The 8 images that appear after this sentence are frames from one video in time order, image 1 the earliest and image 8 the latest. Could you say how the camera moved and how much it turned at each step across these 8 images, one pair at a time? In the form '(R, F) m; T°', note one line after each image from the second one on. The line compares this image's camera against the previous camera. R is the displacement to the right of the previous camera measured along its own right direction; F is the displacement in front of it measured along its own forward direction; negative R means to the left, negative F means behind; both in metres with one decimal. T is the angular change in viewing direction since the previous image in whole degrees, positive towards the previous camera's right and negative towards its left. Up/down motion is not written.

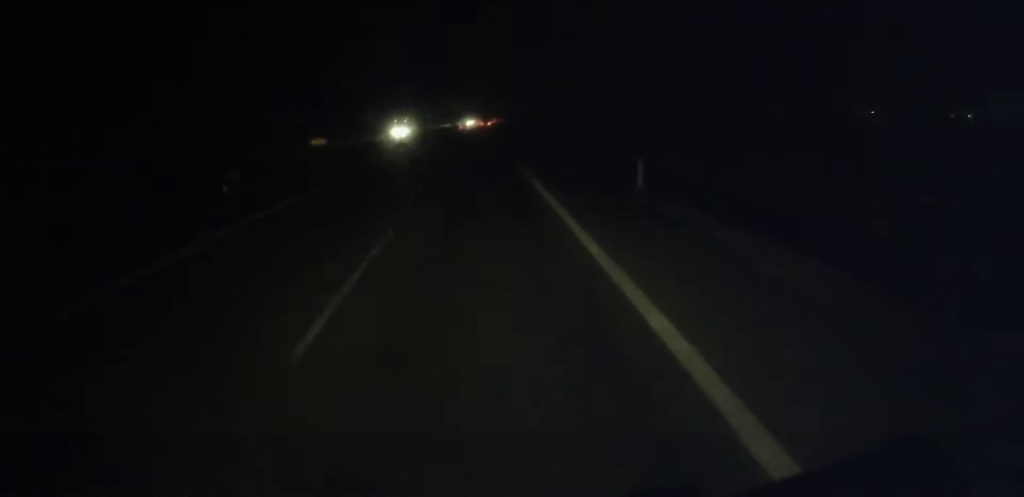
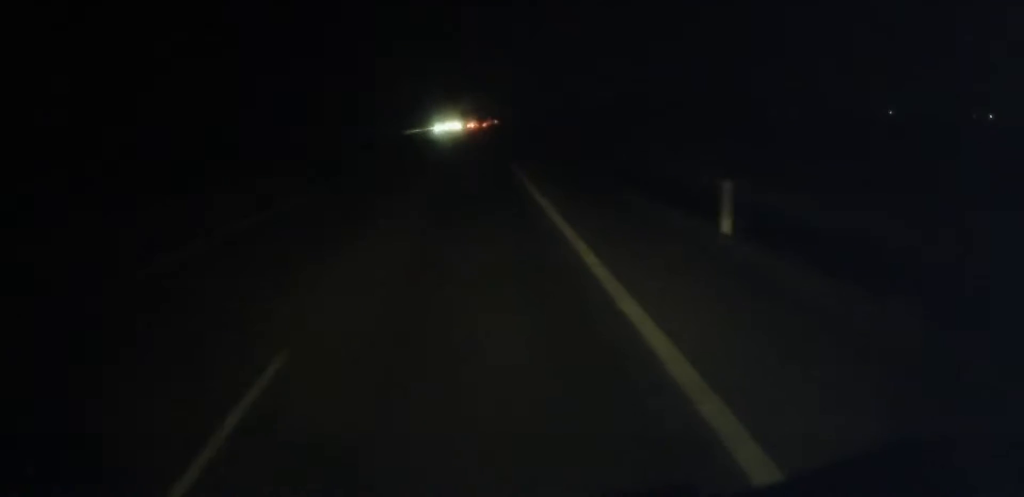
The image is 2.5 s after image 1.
(+0.1, +59.1) m; 0°
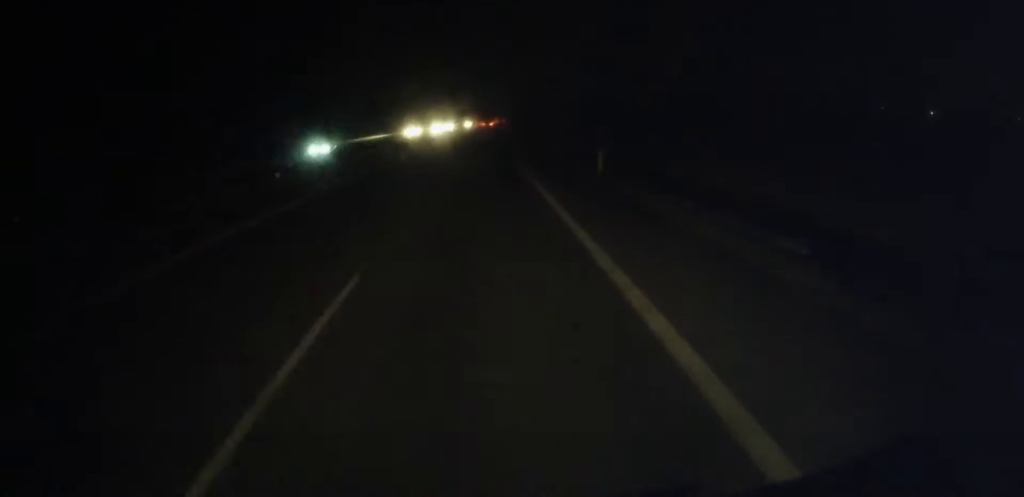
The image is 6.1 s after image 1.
(+0.3, +83.9) m; 0°
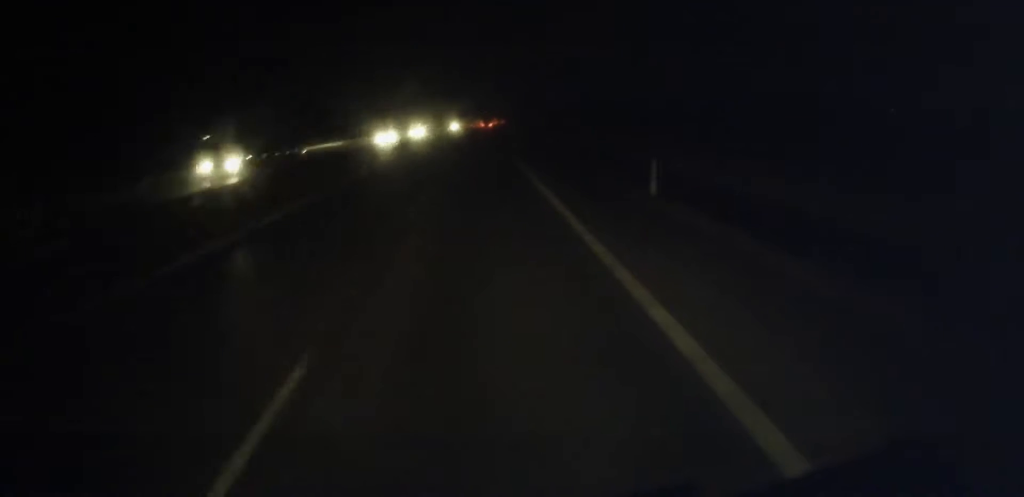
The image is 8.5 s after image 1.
(+0.2, +55.8) m; 0°
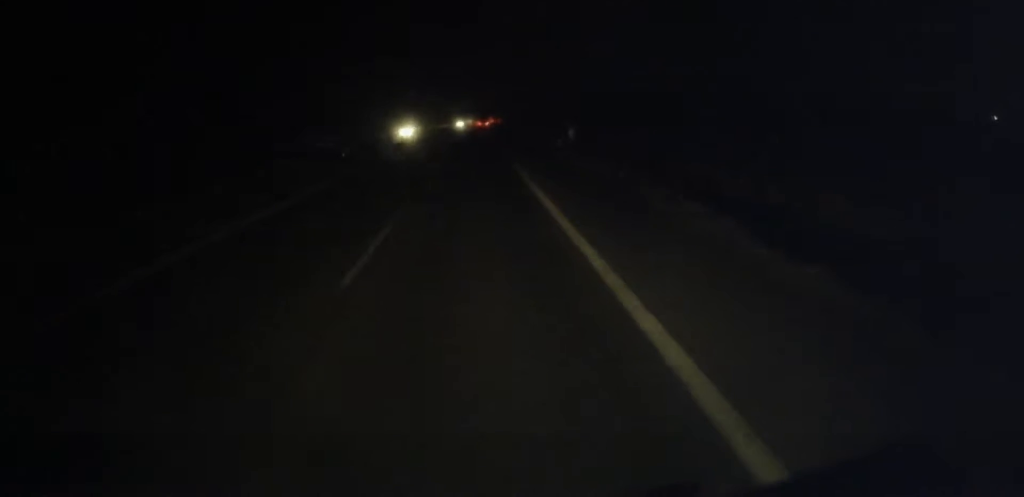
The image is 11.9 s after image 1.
(+0.4, +77.6) m; 0°
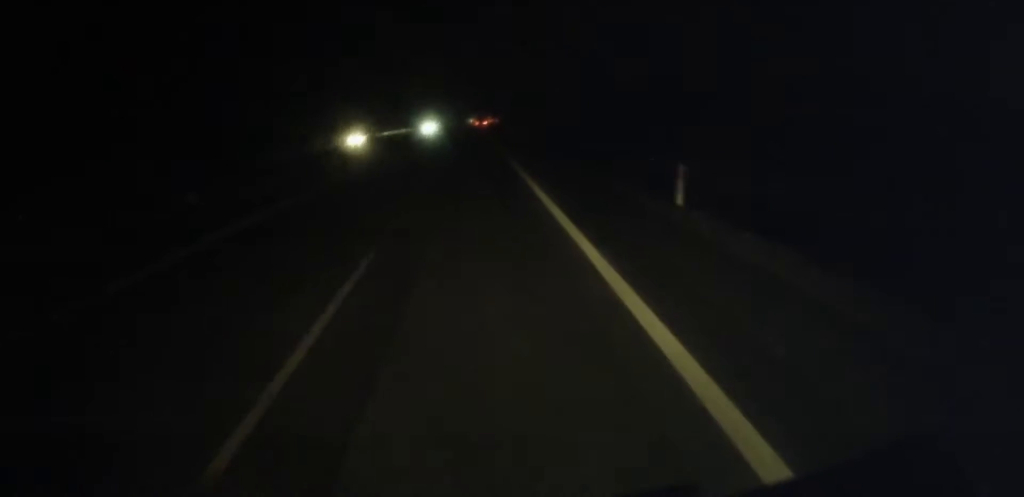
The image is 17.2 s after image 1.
(+0.5, +124.2) m; 0°
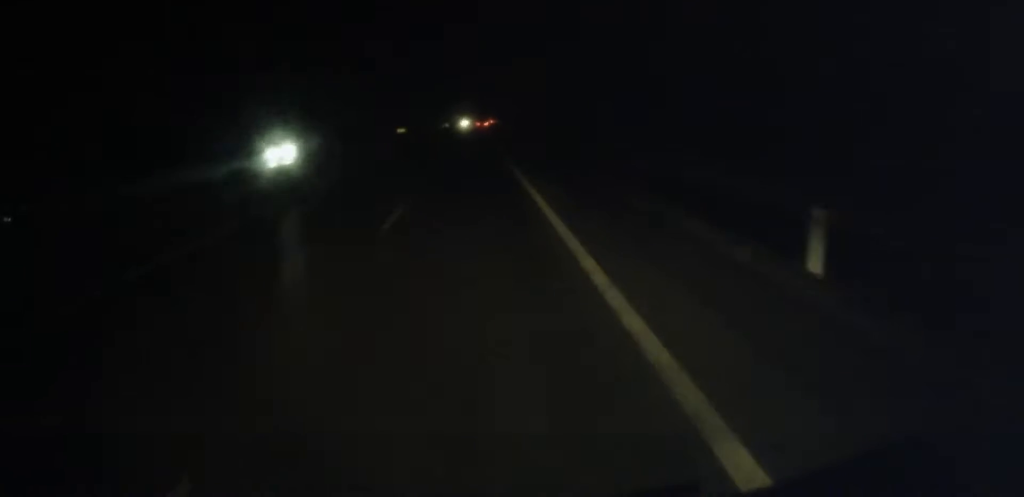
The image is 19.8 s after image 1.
(+0.2, +59.2) m; 0°
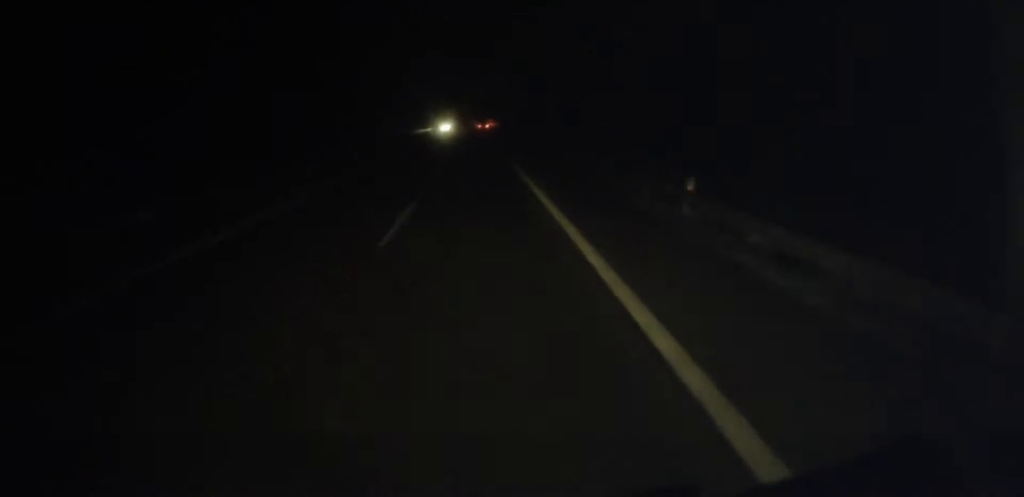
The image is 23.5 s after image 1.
(+0.4, +87.4) m; +1°
